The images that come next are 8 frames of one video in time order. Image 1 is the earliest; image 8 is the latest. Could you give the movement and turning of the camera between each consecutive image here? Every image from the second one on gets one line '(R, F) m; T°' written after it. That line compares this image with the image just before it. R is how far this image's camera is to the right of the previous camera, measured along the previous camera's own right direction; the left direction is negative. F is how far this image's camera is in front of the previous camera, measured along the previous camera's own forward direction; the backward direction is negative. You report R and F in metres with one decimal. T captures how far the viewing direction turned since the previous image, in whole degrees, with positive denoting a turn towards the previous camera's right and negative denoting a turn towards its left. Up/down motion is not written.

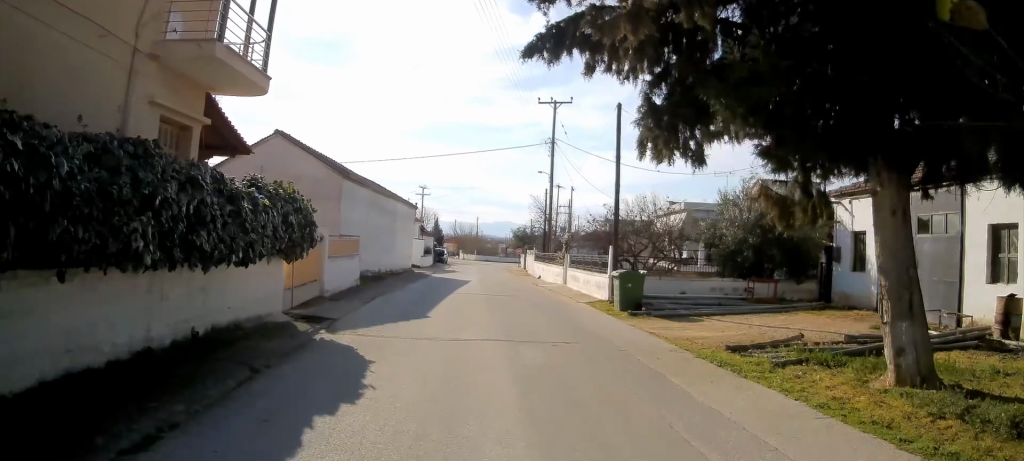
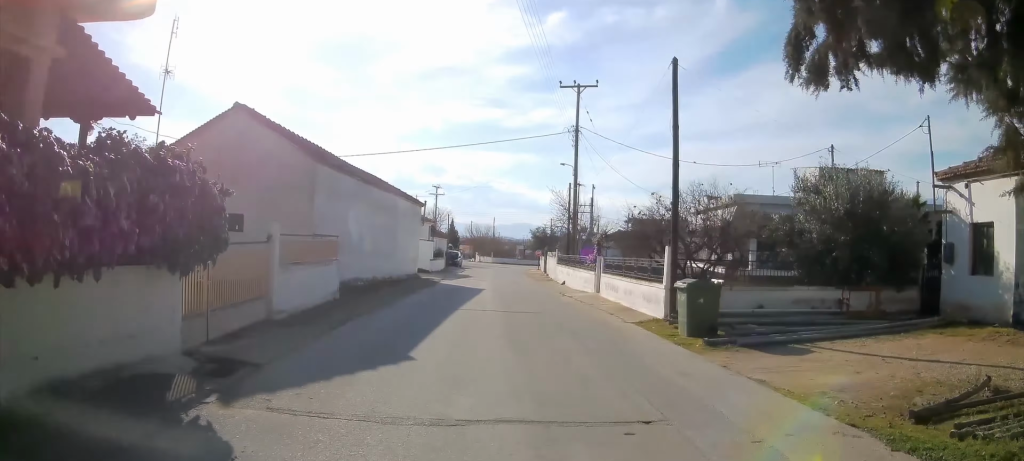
(0.0, +4.7) m; -2°
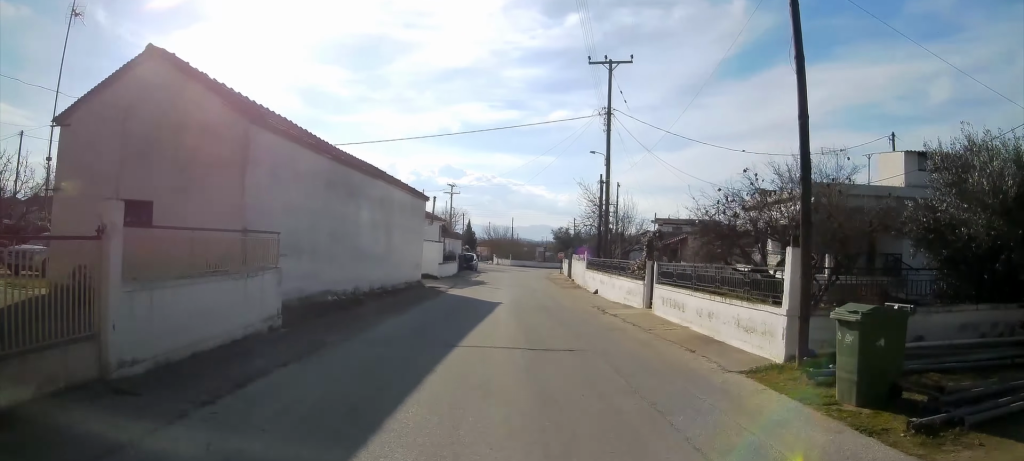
(-0.2, +5.6) m; -1°
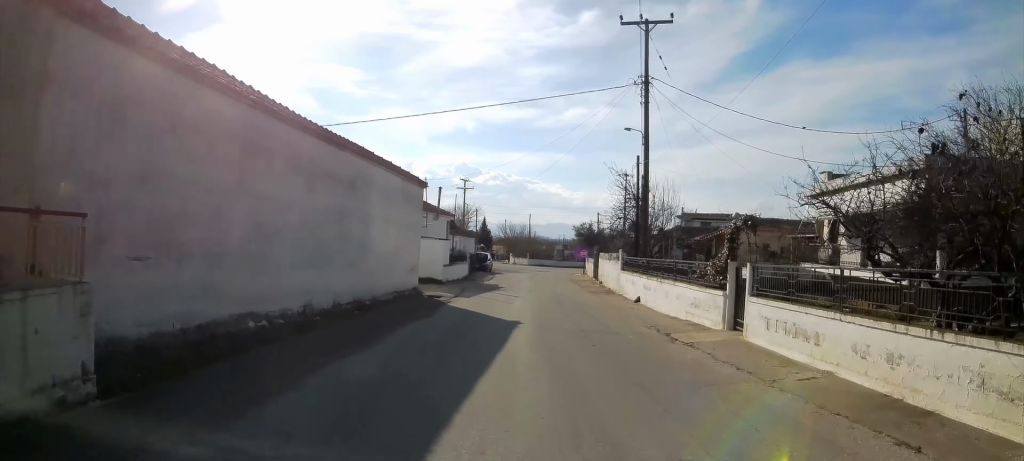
(-0.2, +5.9) m; -1°
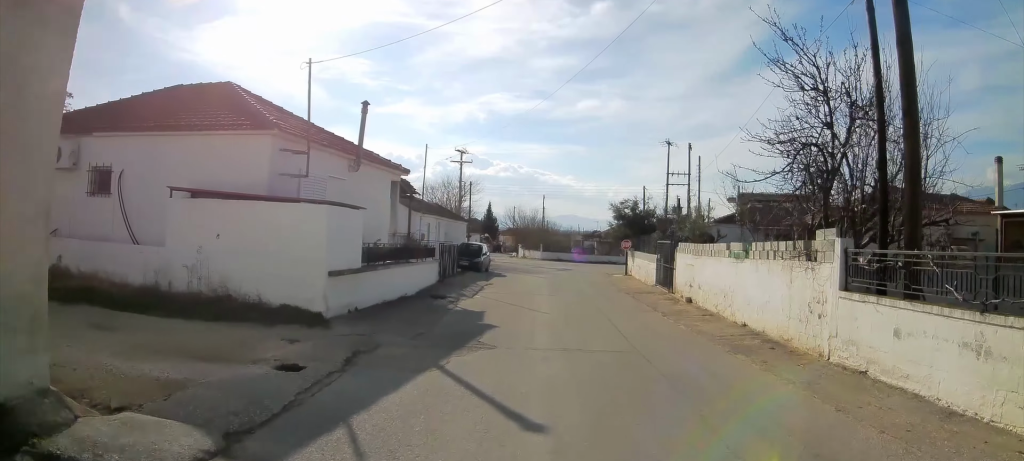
(-1.1, +19.3) m; -6°
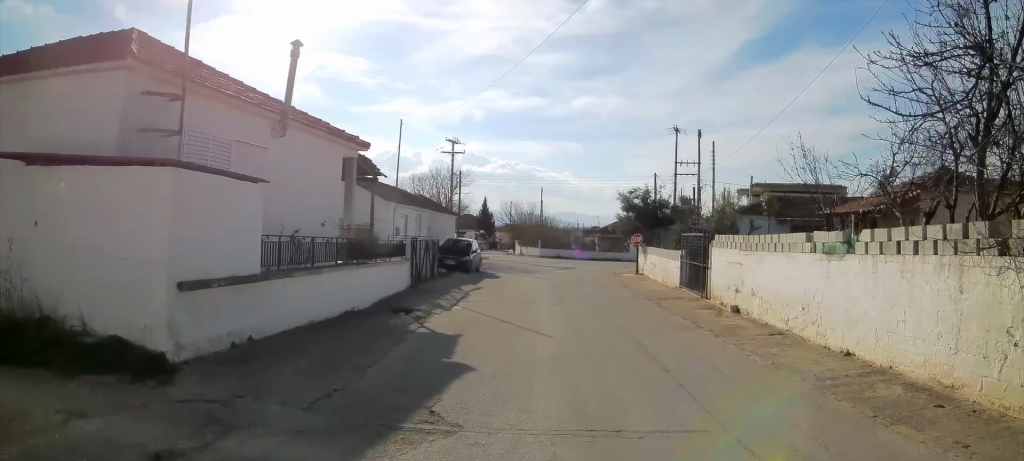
(+0.2, +5.0) m; 0°
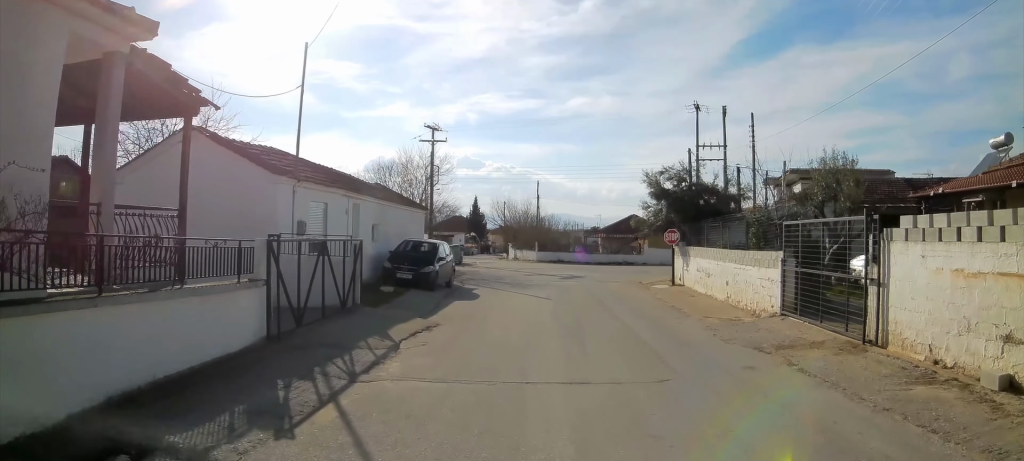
(-0.3, +10.3) m; +1°
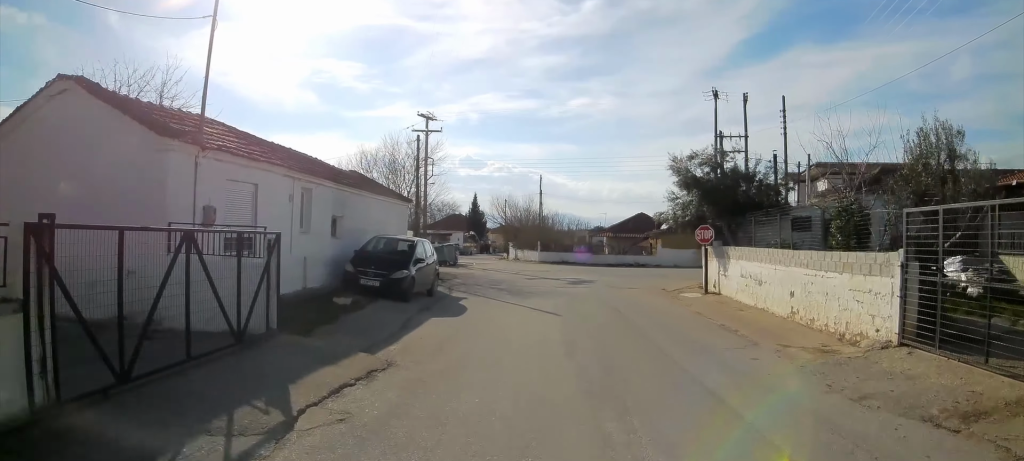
(+0.1, +4.9) m; +3°
